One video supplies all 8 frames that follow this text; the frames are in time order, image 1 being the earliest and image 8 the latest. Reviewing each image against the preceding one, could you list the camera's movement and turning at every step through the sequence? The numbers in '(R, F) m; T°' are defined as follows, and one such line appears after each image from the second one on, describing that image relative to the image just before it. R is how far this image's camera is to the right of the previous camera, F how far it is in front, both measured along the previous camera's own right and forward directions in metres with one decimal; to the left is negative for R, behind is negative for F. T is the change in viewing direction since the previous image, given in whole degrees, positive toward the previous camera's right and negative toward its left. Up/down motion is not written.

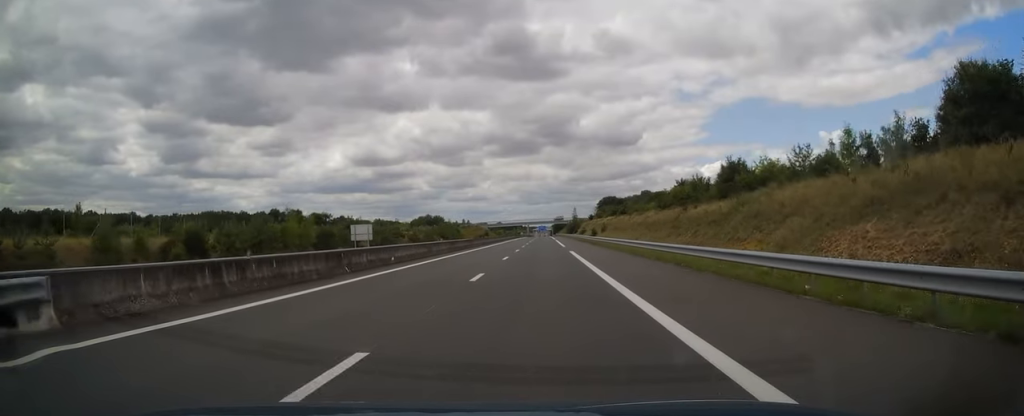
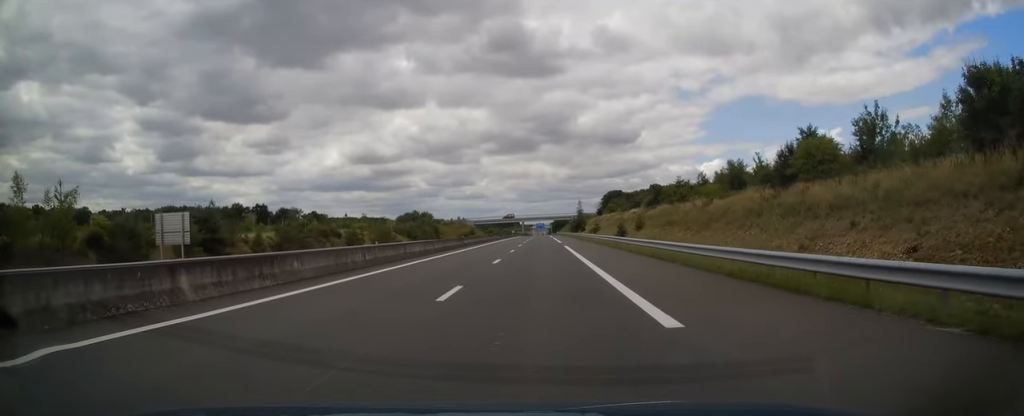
(-0.2, +43.8) m; -1°
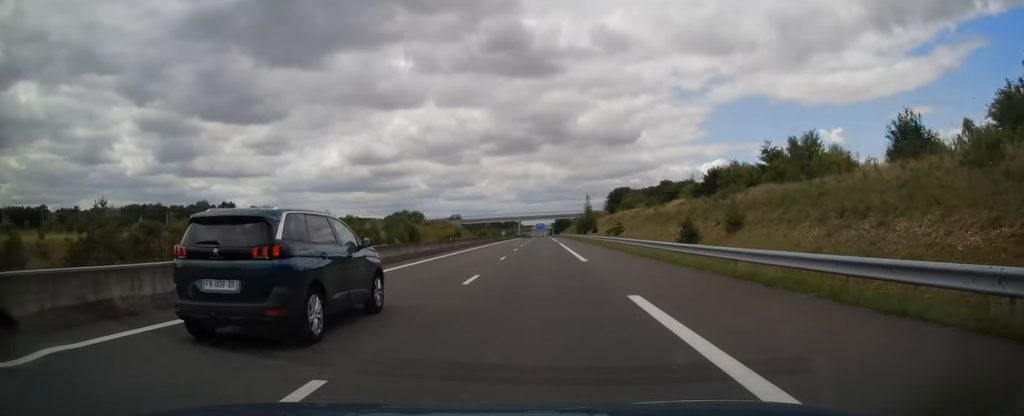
(0.0, +35.0) m; +1°
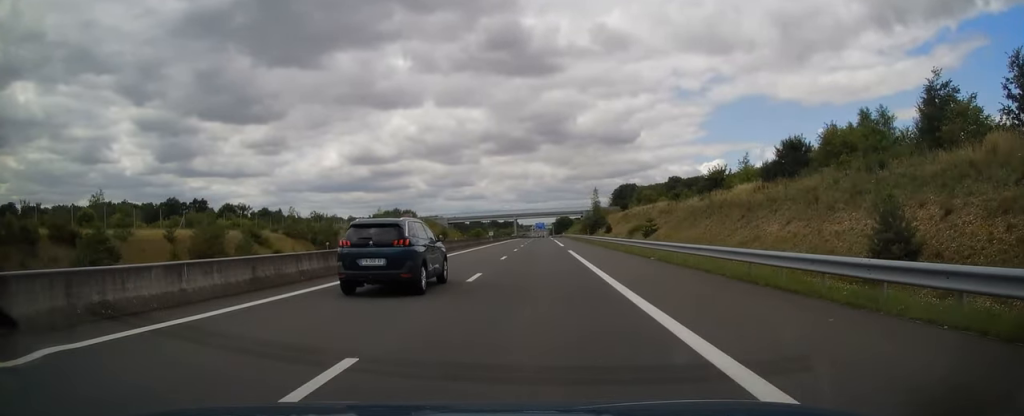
(+0.4, +24.8) m; 0°
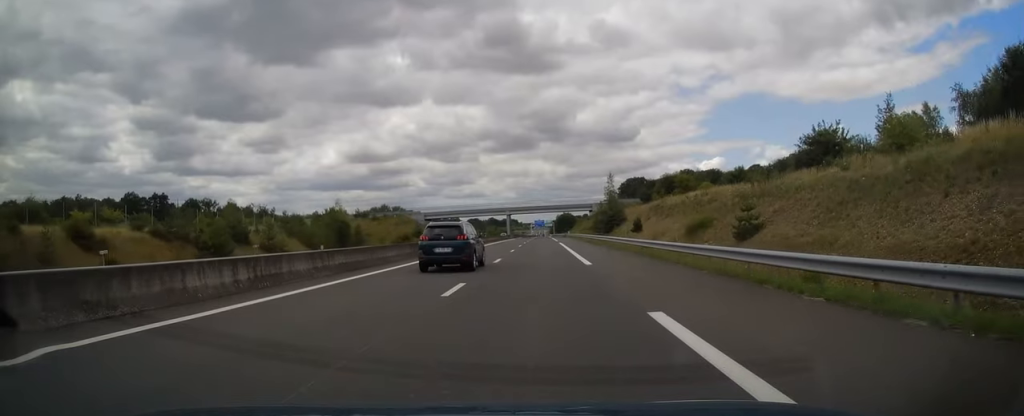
(-0.4, +29.7) m; -1°
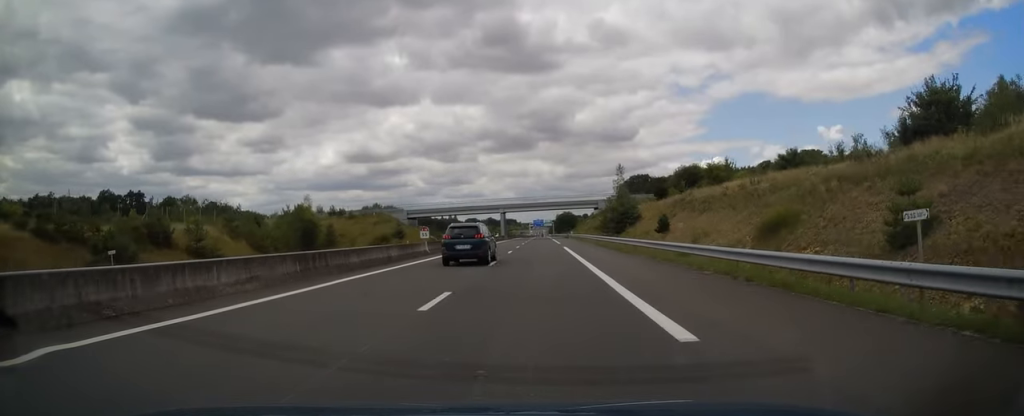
(0.0, +15.1) m; 0°
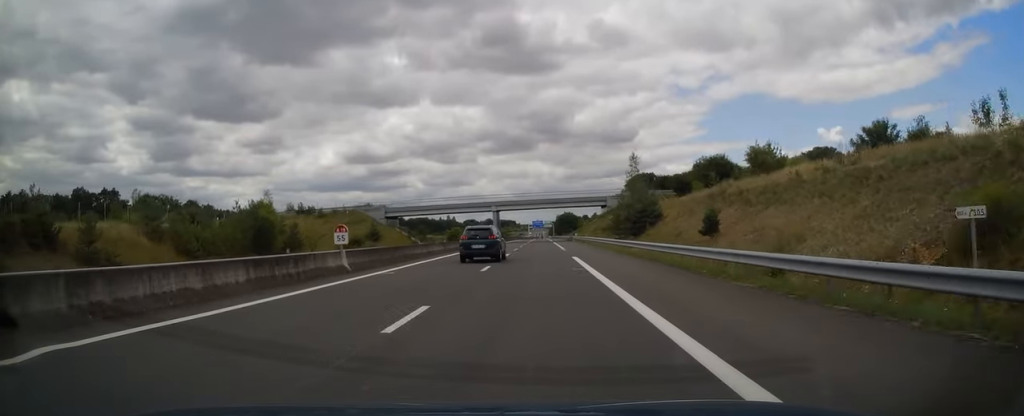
(-0.1, +15.1) m; 0°
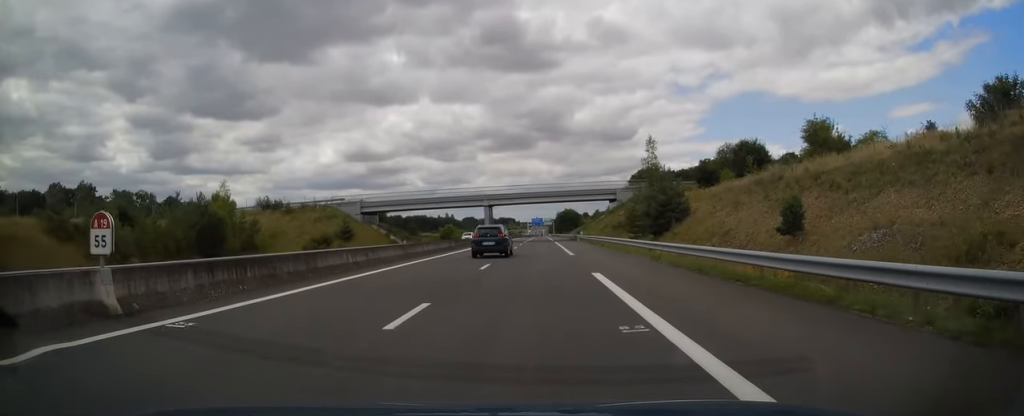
(+0.2, +12.7) m; 0°
